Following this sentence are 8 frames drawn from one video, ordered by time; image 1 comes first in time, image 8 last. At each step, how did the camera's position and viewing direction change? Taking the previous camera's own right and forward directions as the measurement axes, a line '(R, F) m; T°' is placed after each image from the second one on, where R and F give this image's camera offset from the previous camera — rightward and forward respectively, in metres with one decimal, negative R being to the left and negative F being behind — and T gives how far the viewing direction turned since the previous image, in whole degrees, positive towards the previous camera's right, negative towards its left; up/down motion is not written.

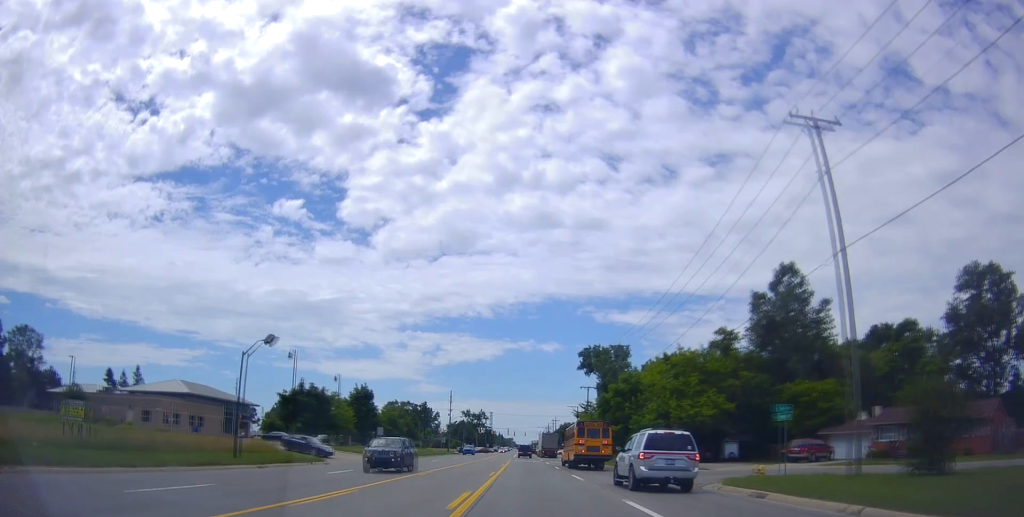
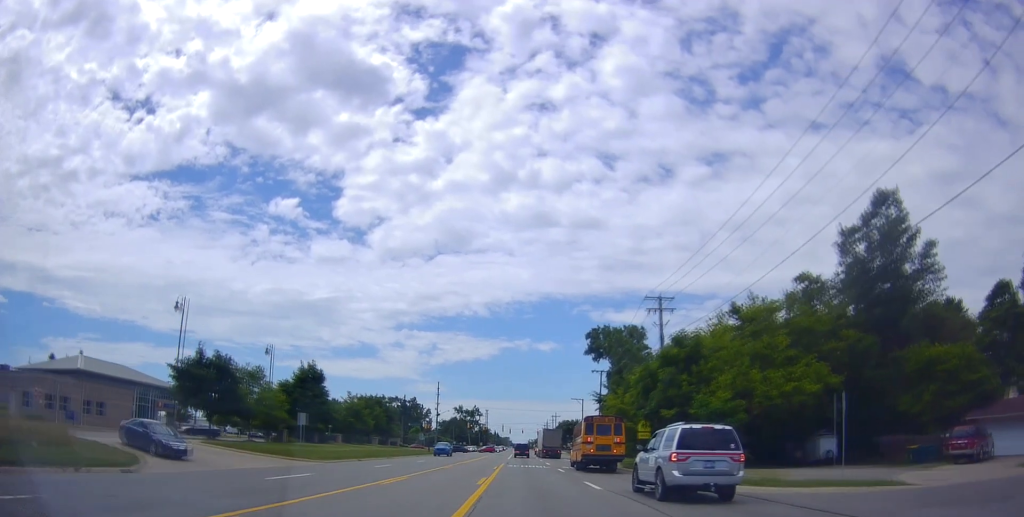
(-0.1, +22.9) m; -2°
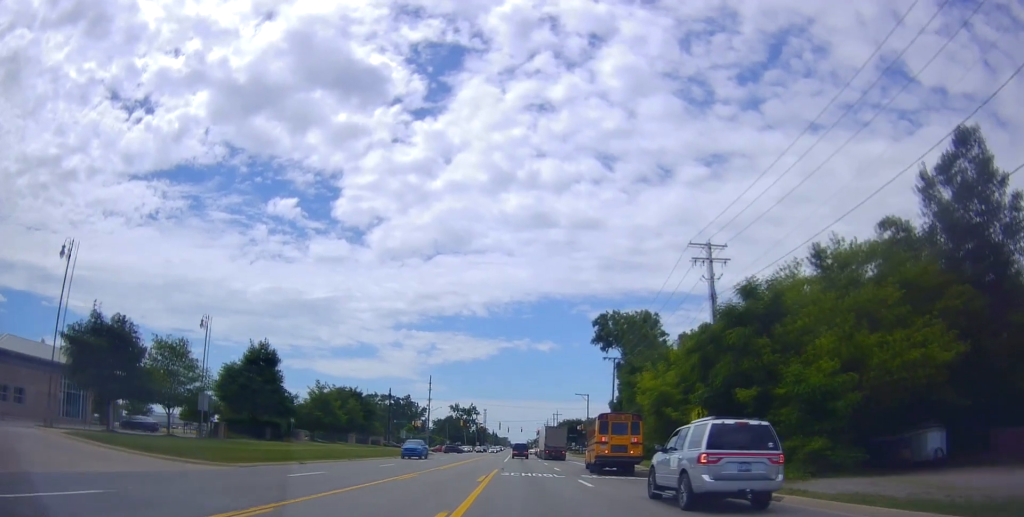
(-0.4, +13.8) m; +2°
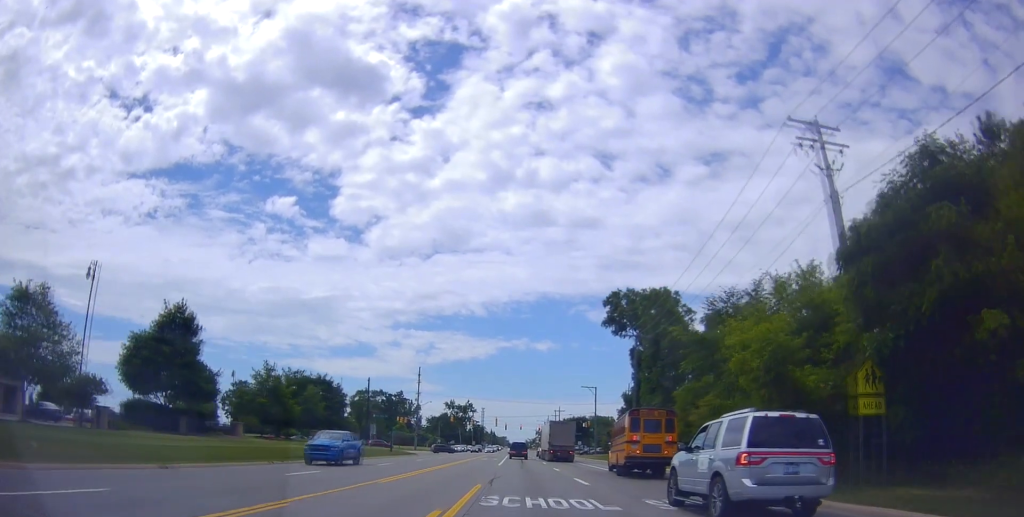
(+0.7, +15.9) m; +2°
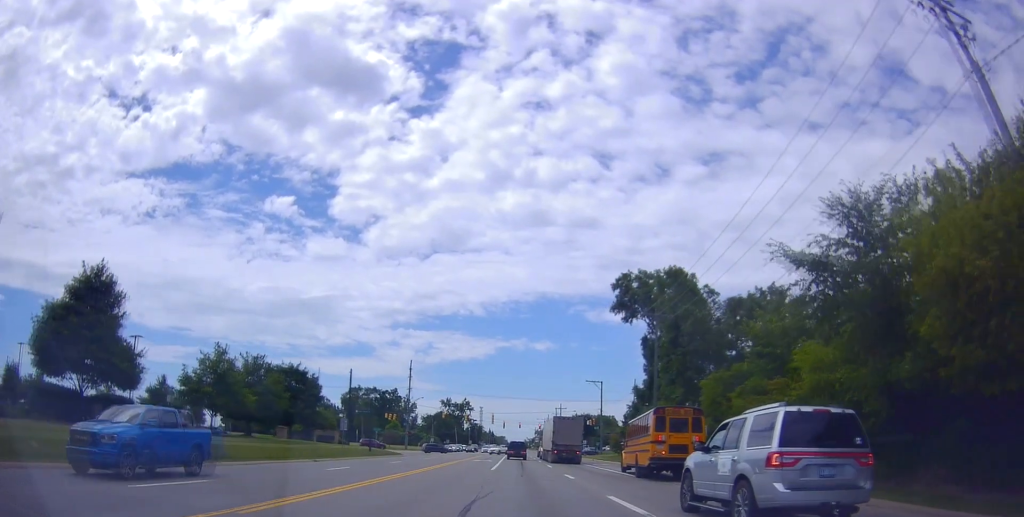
(0.0, +10.7) m; 0°
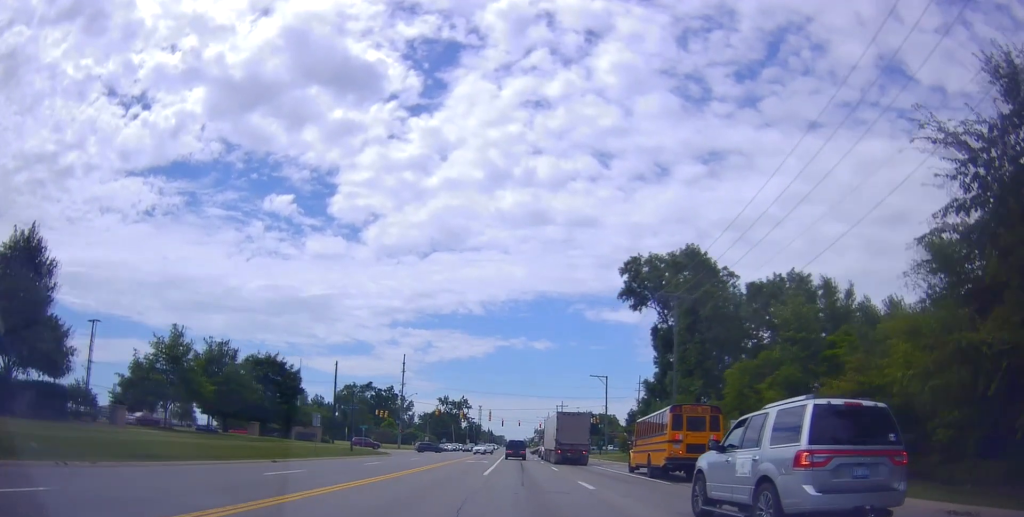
(-0.2, +7.8) m; -1°
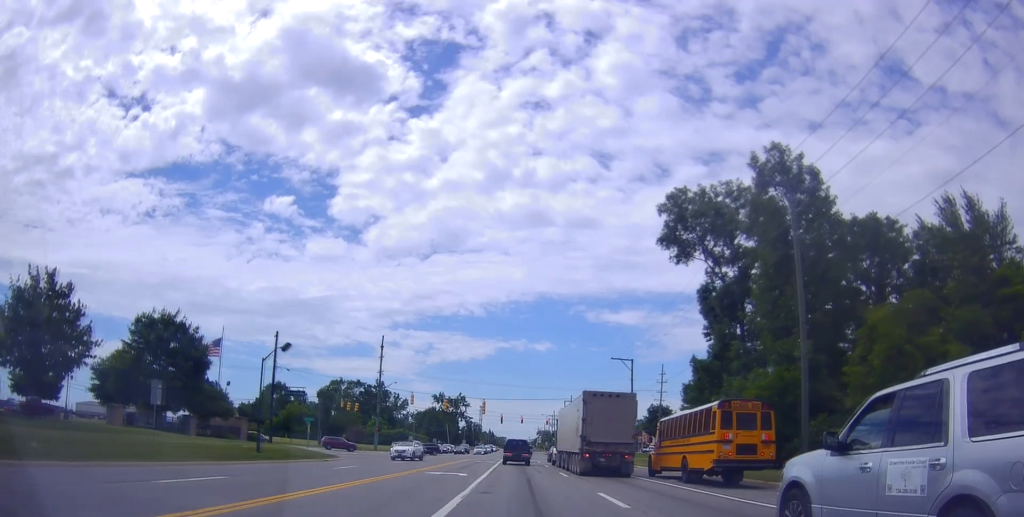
(-0.5, +23.9) m; -3°
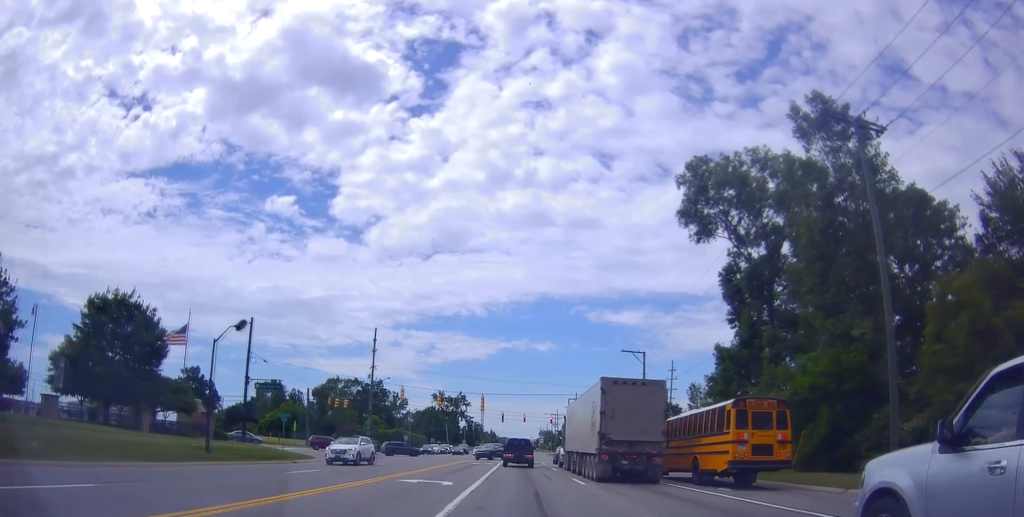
(-0.1, +7.4) m; 0°
